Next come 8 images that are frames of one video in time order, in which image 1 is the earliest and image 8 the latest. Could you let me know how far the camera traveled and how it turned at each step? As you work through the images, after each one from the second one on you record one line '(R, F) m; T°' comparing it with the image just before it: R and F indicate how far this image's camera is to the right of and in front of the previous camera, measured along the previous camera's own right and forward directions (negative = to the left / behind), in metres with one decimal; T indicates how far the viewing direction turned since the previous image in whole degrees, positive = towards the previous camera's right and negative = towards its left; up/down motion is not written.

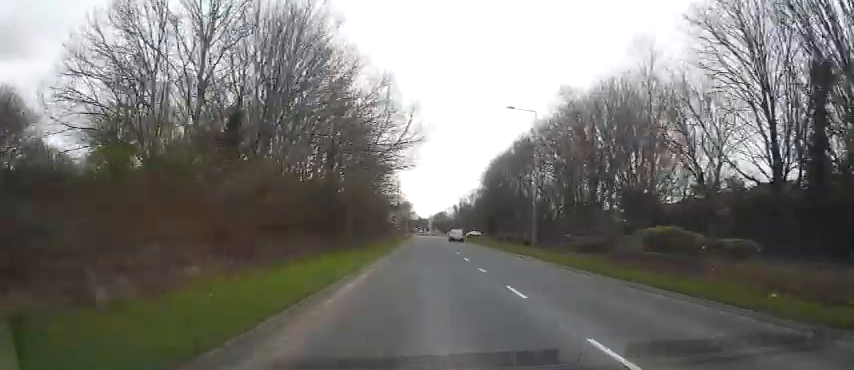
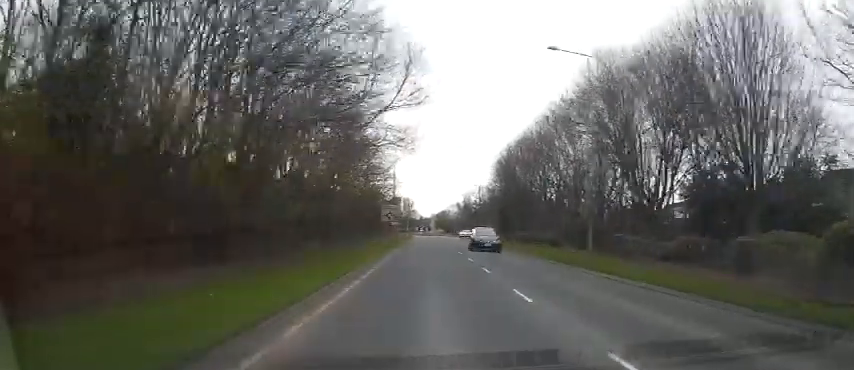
(+0.2, +12.8) m; +1°
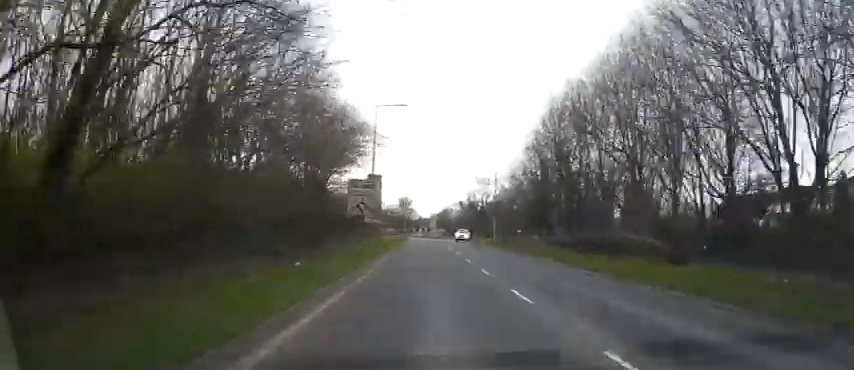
(-0.1, +24.1) m; -1°
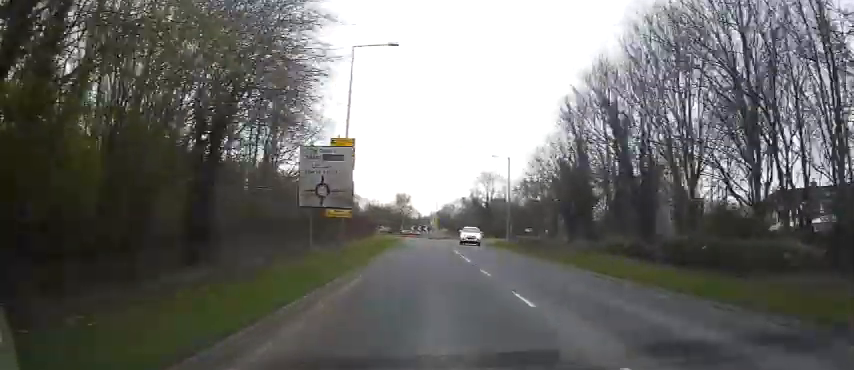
(0.0, +12.3) m; 0°
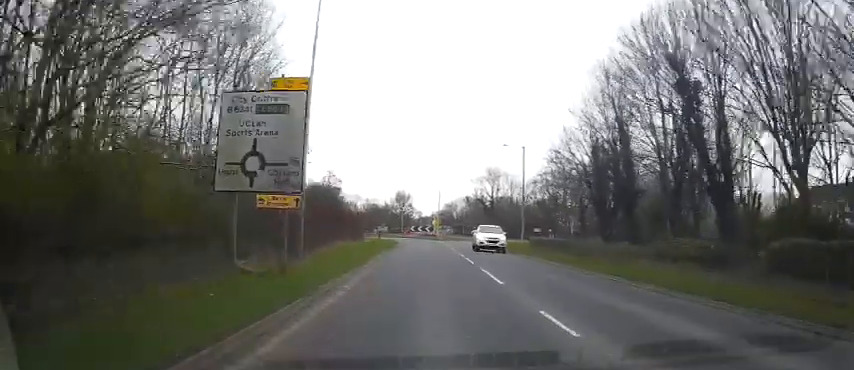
(0.0, +7.8) m; 0°
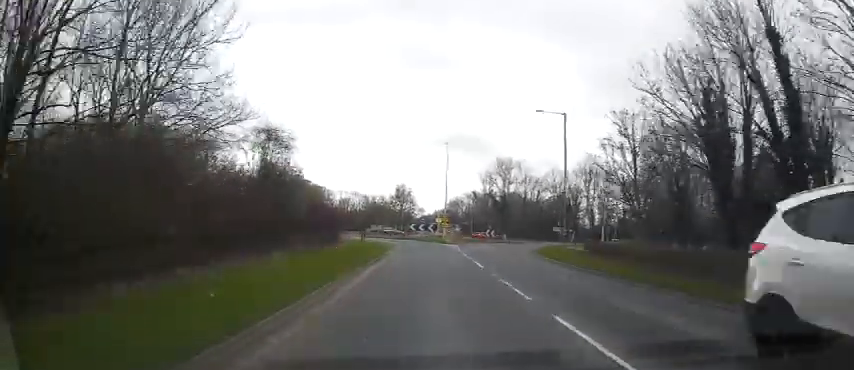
(+0.1, +15.6) m; 0°
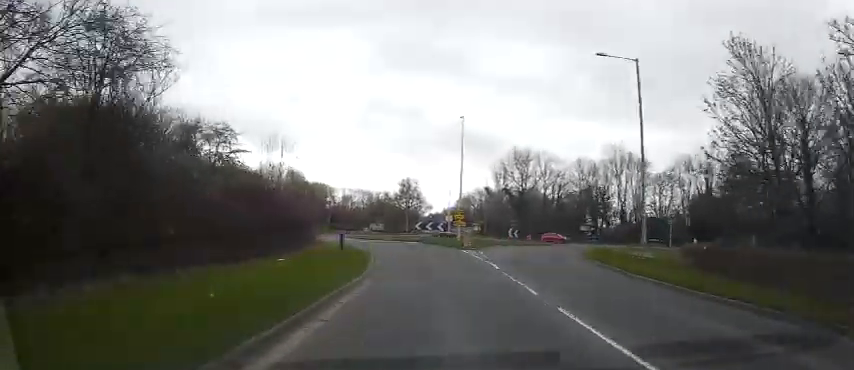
(-0.1, +13.1) m; -2°
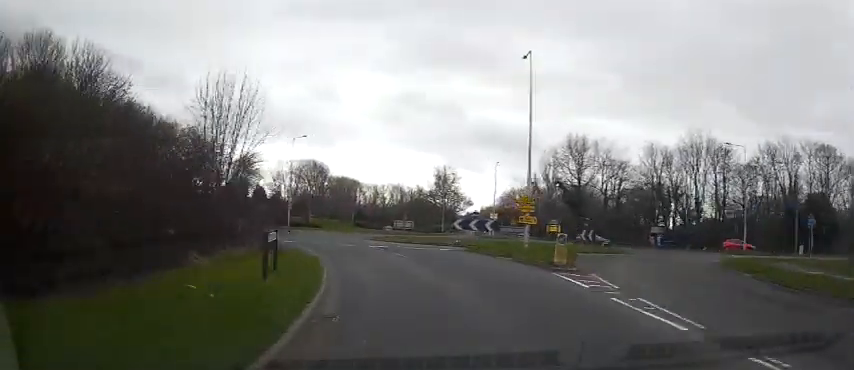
(-0.5, +16.4) m; -5°
